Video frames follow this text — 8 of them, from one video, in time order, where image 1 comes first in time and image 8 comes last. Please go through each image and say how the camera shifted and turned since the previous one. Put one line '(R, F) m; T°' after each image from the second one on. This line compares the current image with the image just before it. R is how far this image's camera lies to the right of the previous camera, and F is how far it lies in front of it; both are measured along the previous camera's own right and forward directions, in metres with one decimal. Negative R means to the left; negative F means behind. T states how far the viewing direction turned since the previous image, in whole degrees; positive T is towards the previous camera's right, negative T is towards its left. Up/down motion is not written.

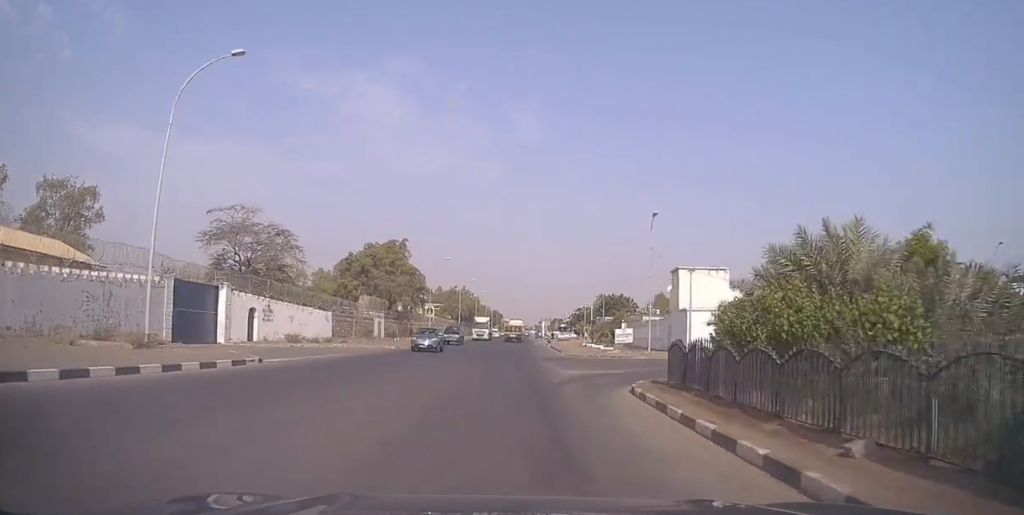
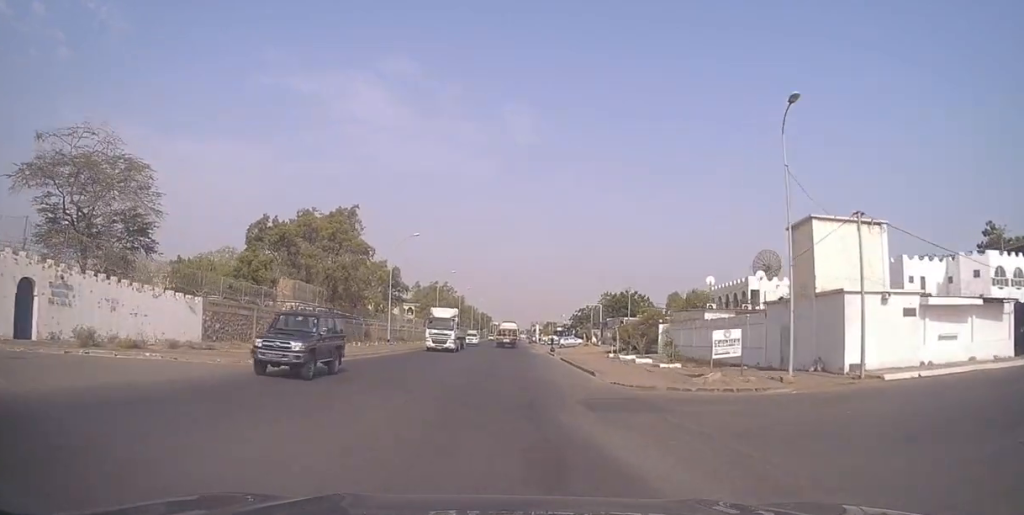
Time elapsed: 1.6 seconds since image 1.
(-0.5, +22.3) m; +1°
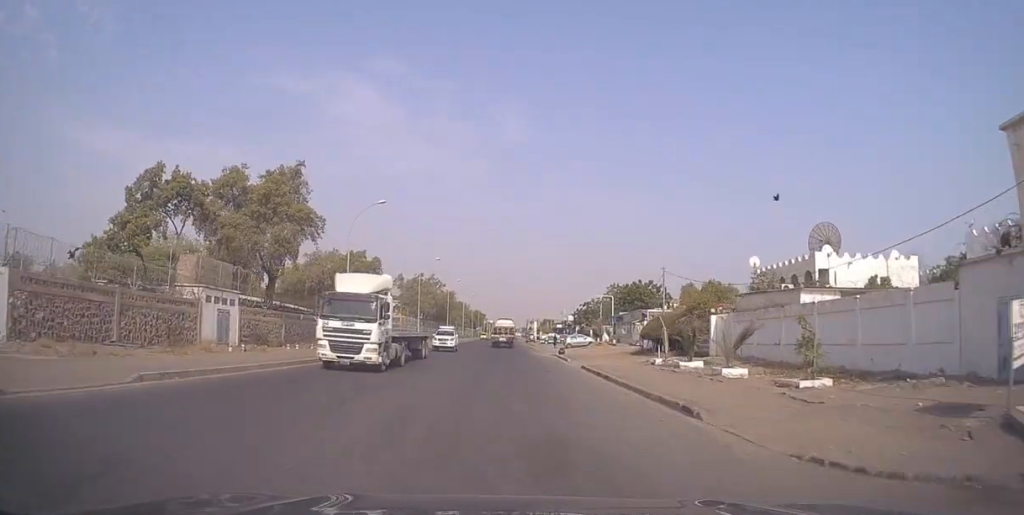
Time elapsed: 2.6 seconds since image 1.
(+0.5, +14.8) m; 0°
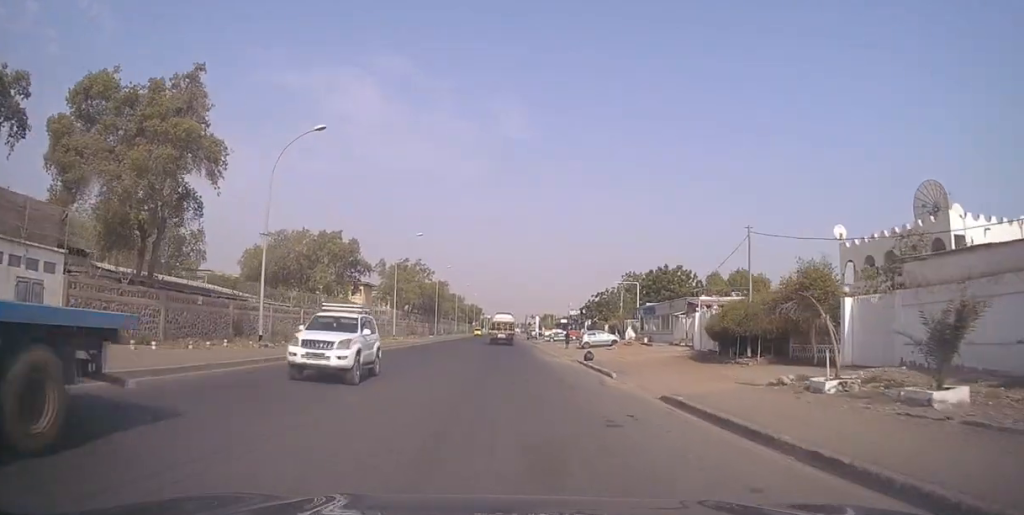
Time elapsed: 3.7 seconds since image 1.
(-0.5, +16.2) m; 0°
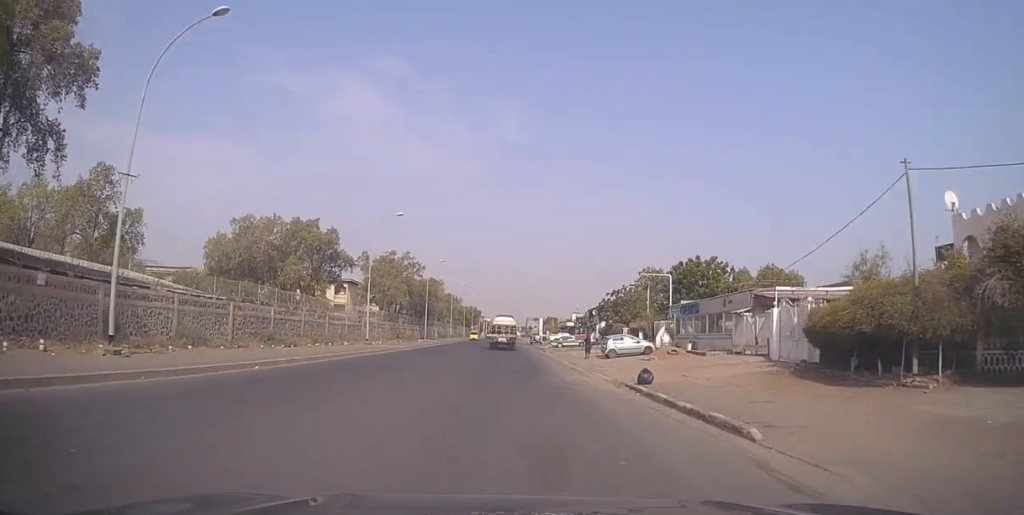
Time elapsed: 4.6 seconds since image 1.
(+0.4, +12.7) m; +2°
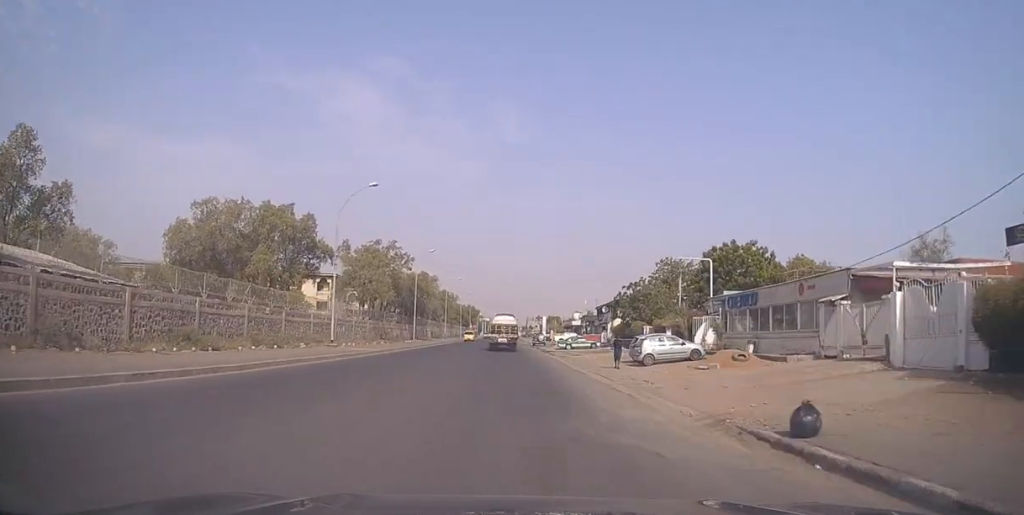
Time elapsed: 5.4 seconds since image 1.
(-0.1, +10.4) m; 0°
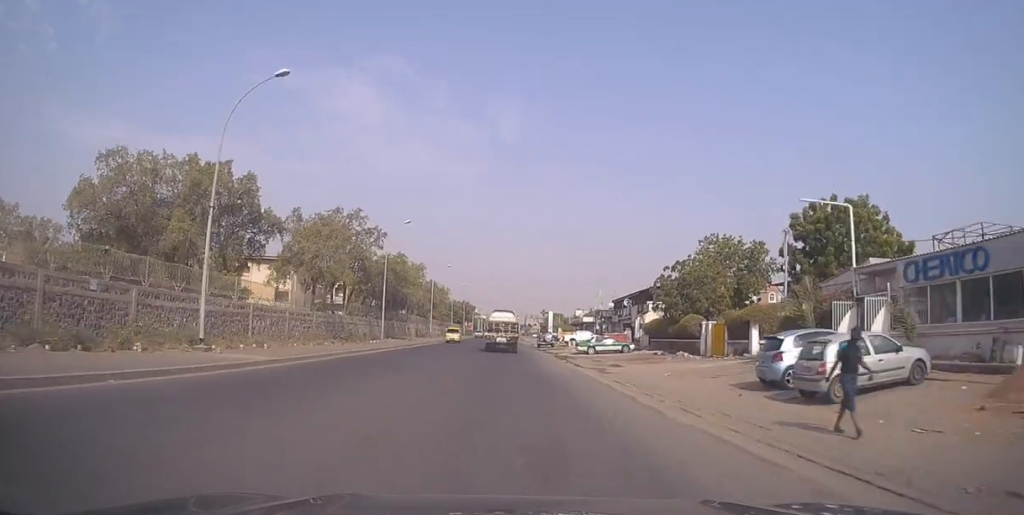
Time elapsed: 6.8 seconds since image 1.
(-0.2, +18.2) m; -3°
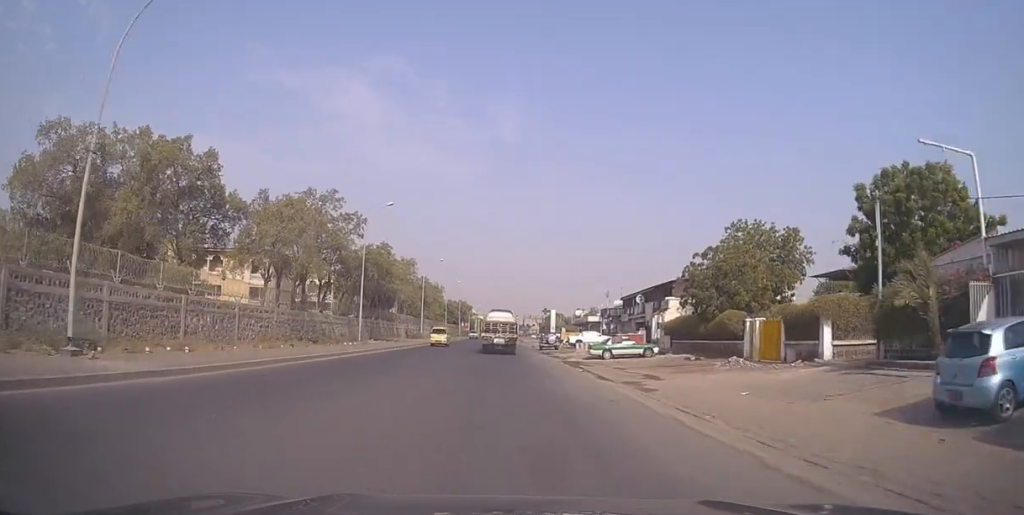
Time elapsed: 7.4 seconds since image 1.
(-0.3, +8.3) m; 0°
